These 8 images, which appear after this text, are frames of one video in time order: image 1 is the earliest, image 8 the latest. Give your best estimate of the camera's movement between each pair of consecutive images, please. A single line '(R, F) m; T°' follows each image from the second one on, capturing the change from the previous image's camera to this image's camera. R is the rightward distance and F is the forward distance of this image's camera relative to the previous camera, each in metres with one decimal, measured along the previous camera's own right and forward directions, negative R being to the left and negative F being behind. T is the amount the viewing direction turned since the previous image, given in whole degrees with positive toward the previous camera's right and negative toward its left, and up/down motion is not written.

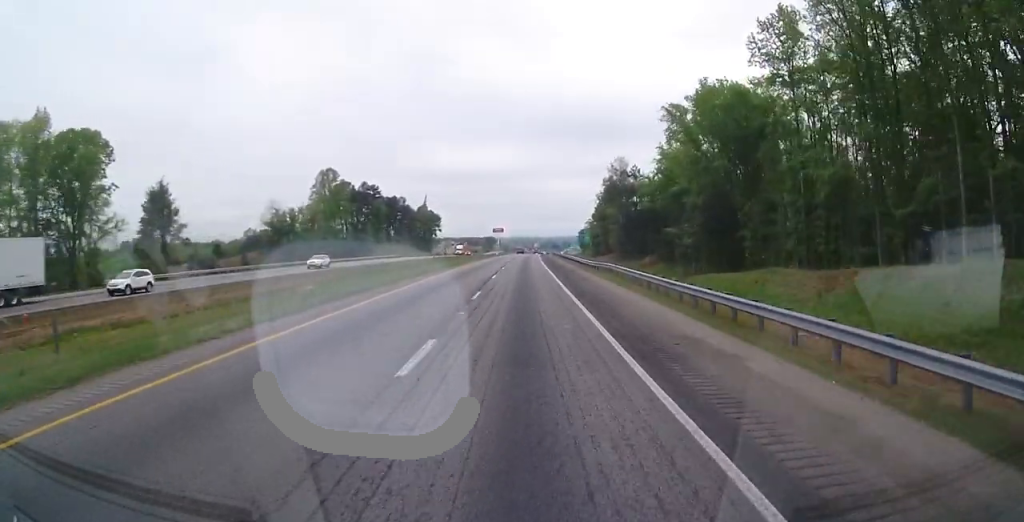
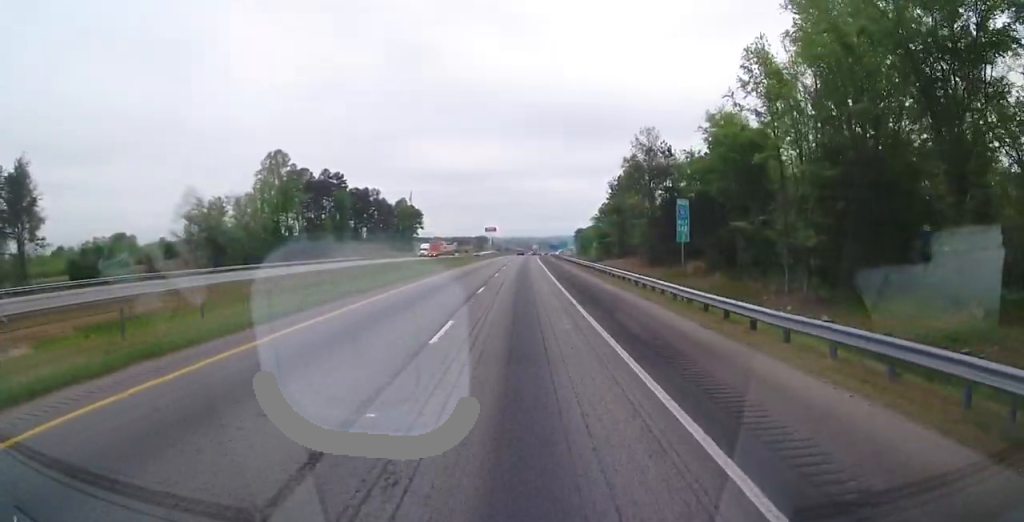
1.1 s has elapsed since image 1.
(+0.2, +33.6) m; +1°
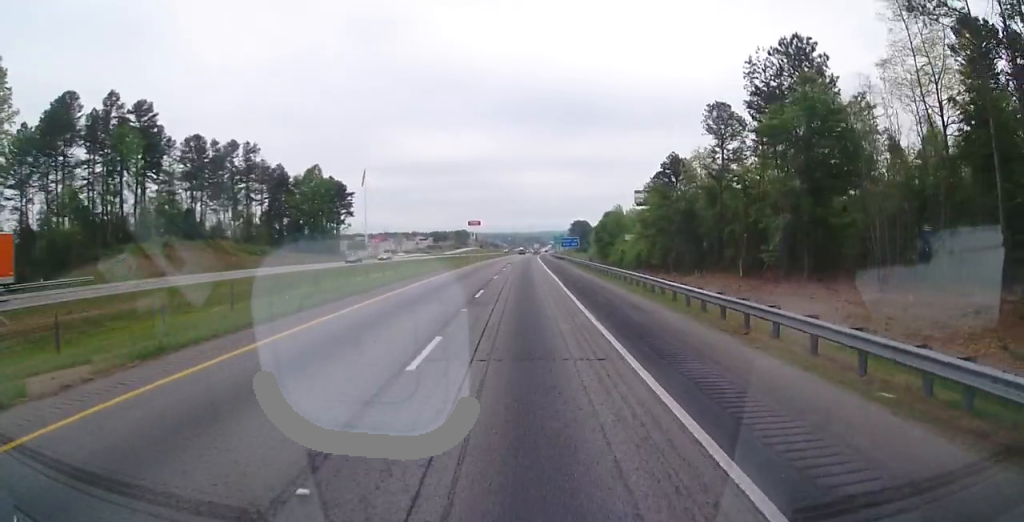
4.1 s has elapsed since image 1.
(+0.7, +88.0) m; +1°
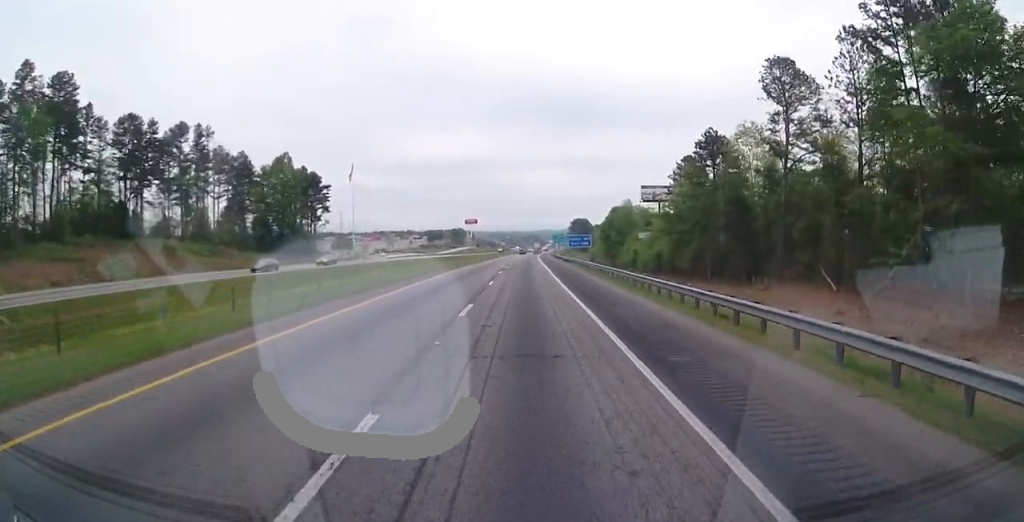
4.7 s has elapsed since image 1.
(+0.1, +18.0) m; +1°
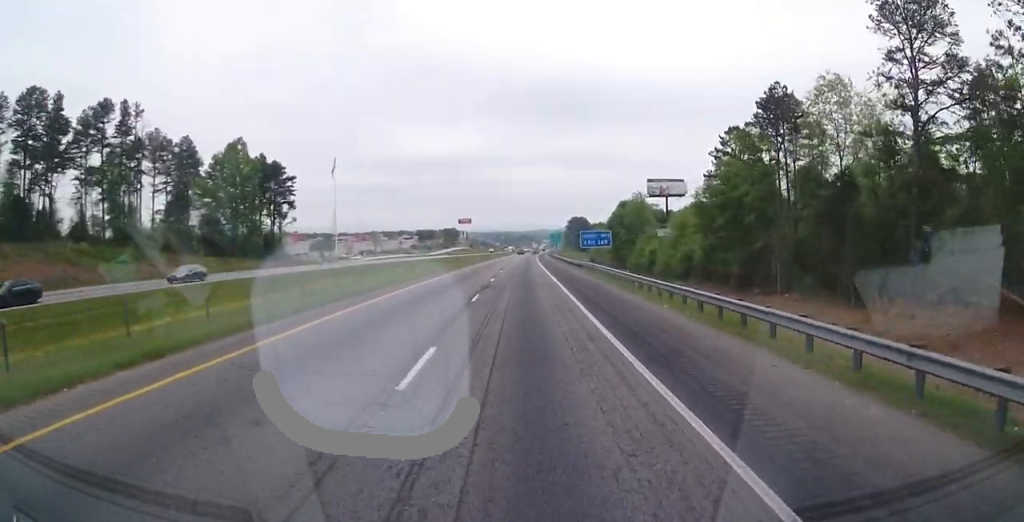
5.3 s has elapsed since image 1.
(+0.2, +19.6) m; 0°
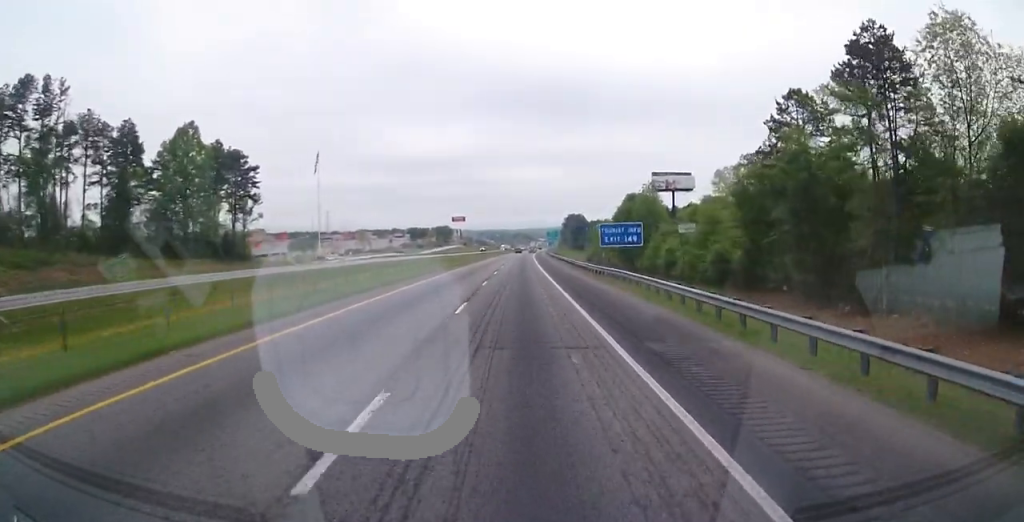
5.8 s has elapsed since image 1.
(0.0, +15.7) m; +1°
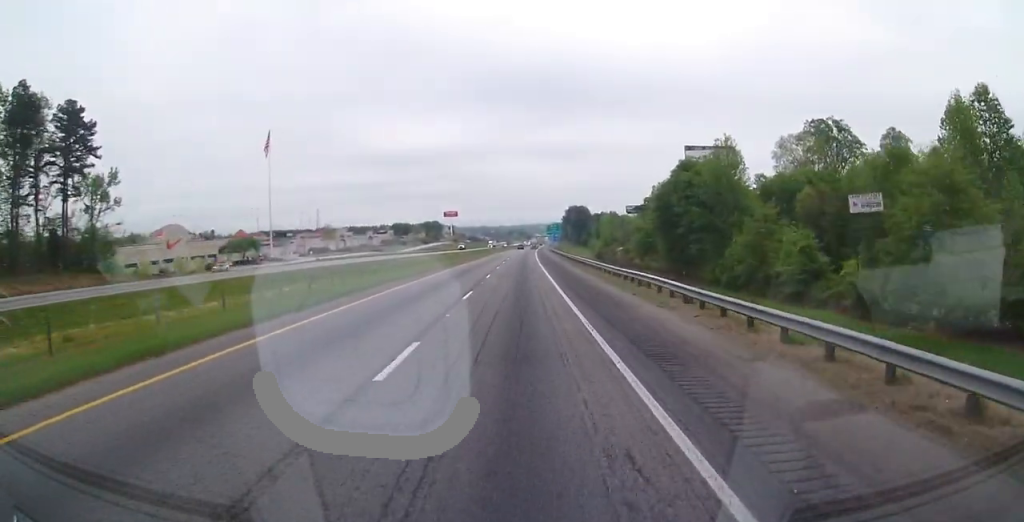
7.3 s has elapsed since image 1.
(+0.9, +44.6) m; +1°
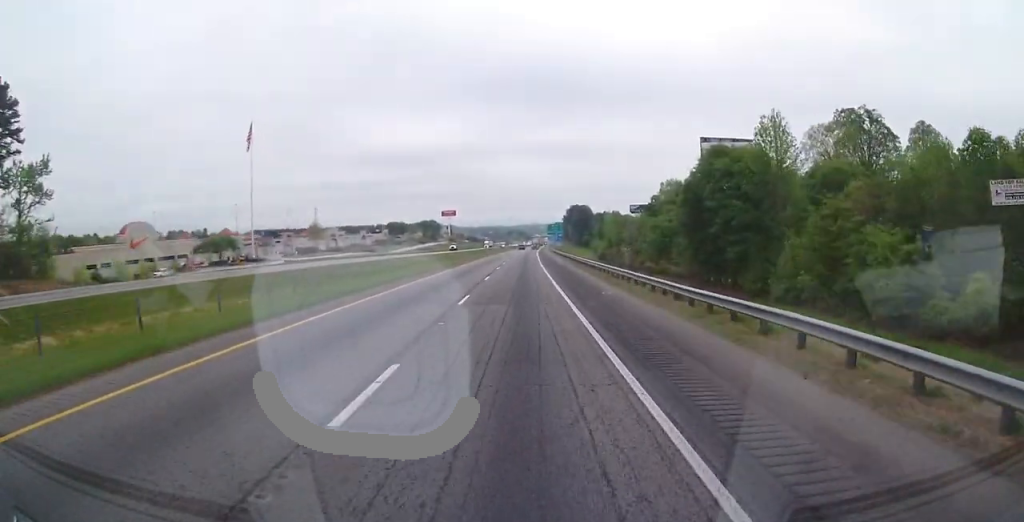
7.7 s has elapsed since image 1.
(-0.2, +13.9) m; 0°
